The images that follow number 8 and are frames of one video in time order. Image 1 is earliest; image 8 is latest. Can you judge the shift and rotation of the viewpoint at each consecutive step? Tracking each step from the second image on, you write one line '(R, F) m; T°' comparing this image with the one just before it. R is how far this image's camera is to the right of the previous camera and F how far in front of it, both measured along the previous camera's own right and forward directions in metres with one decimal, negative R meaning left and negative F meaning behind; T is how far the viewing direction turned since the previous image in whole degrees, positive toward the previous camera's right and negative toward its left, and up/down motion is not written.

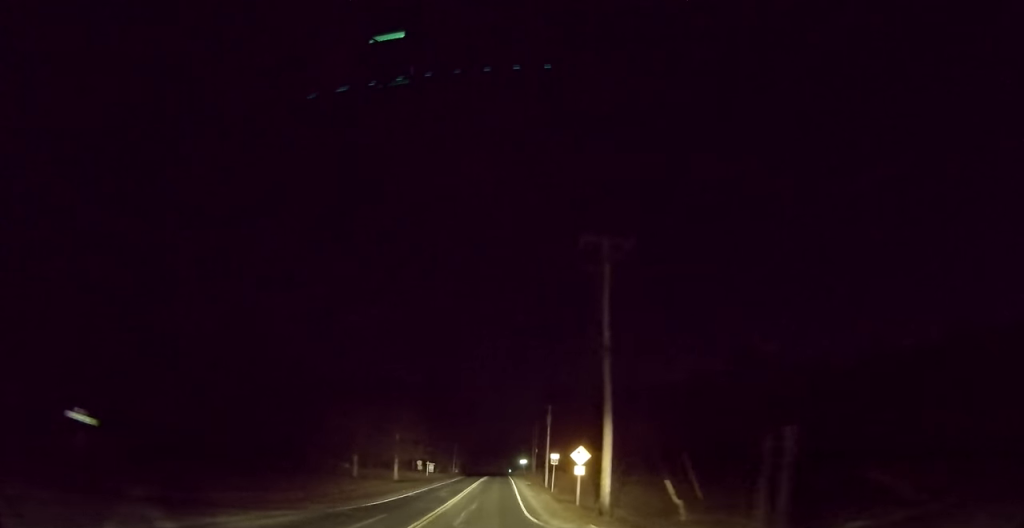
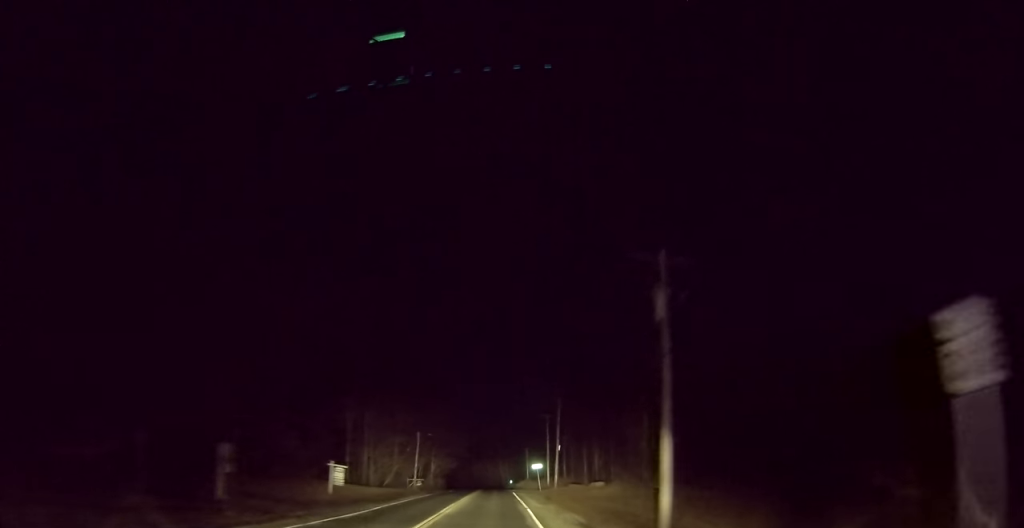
(-0.1, +44.5) m; 0°
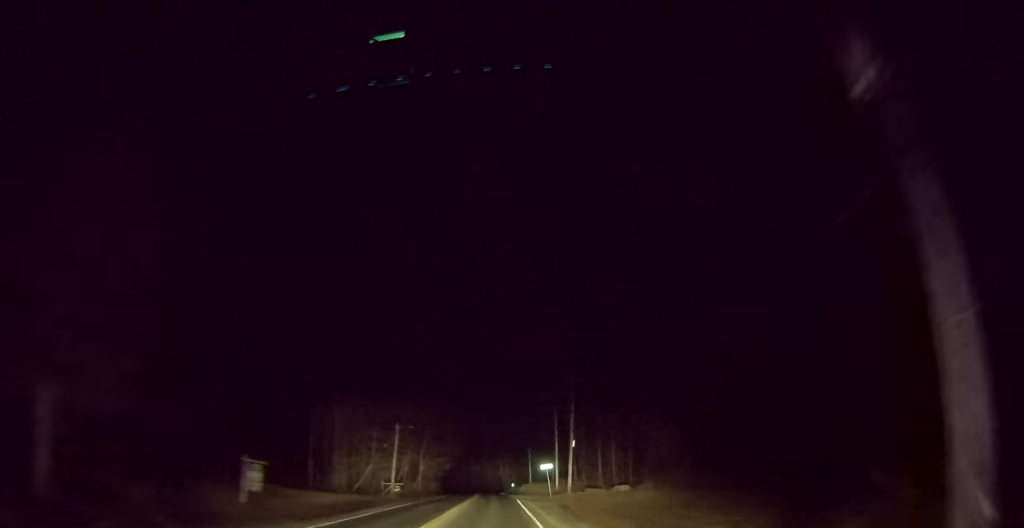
(+0.2, +12.3) m; 0°
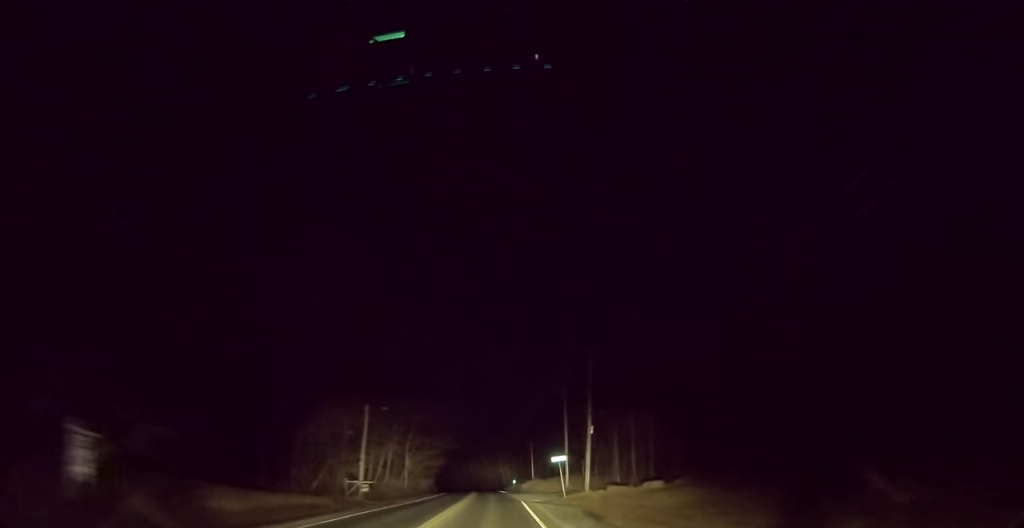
(+0.1, +10.6) m; 0°
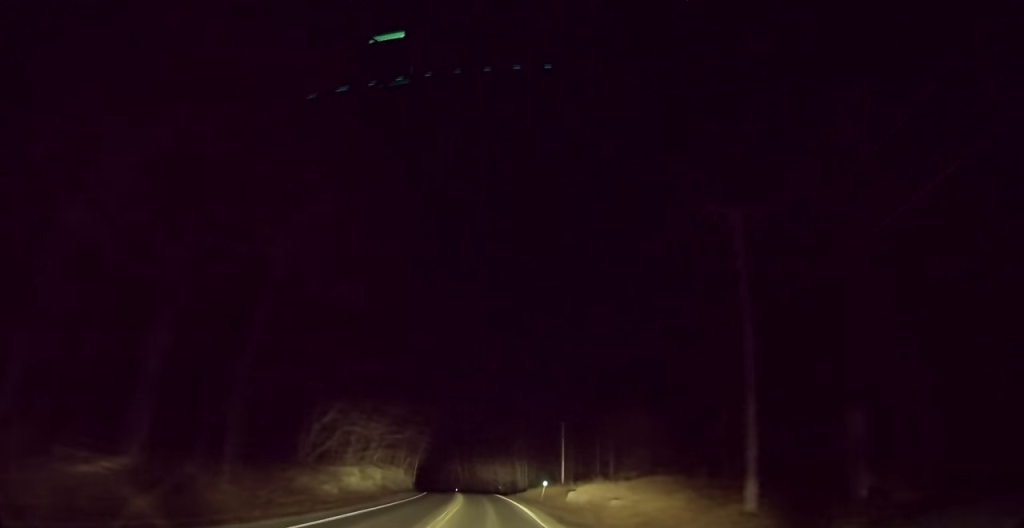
(-0.6, +42.2) m; -1°
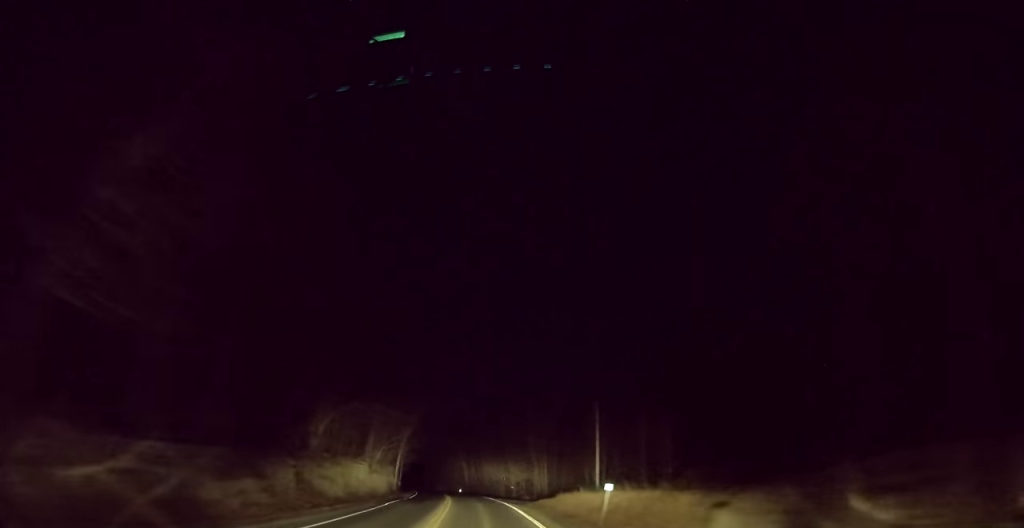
(0.0, +22.9) m; -1°
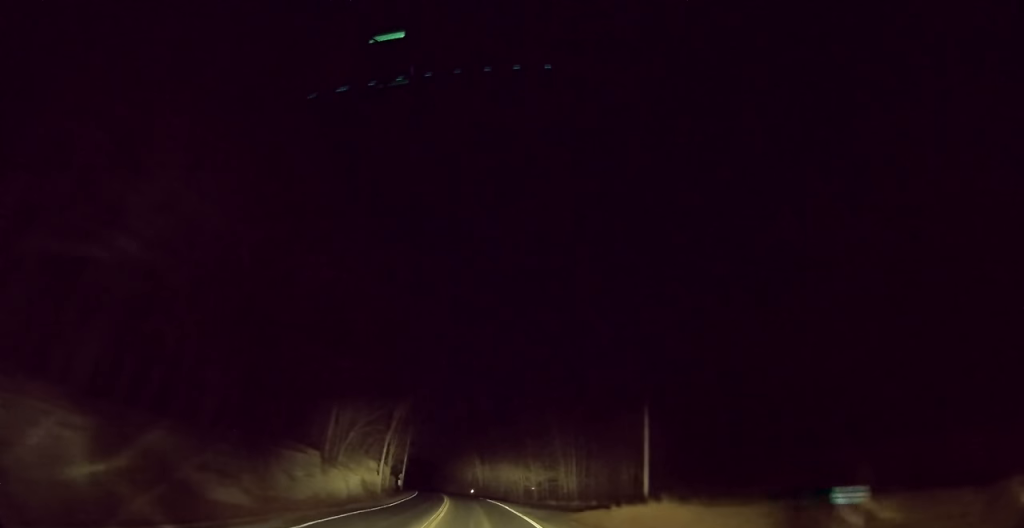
(-0.1, +16.5) m; -2°
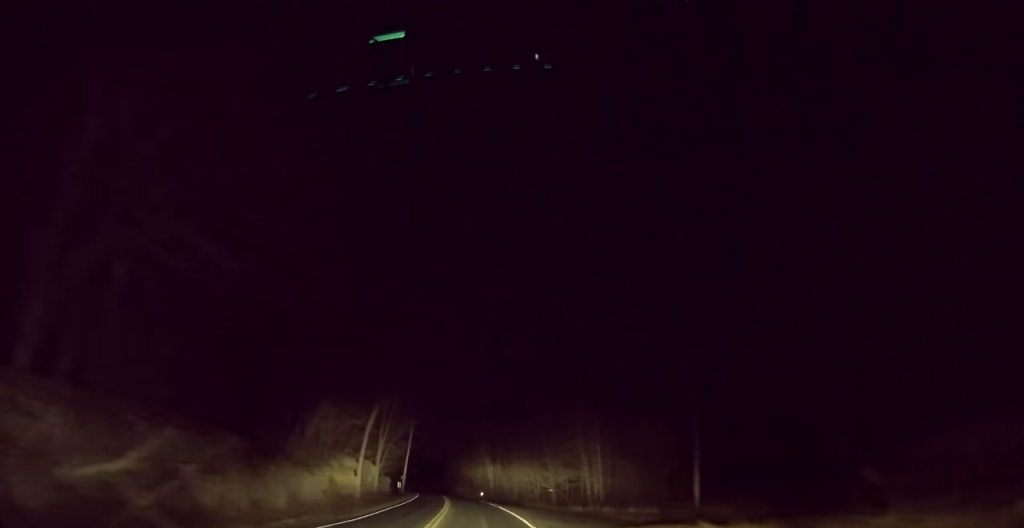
(+0.1, +10.7) m; -1°
